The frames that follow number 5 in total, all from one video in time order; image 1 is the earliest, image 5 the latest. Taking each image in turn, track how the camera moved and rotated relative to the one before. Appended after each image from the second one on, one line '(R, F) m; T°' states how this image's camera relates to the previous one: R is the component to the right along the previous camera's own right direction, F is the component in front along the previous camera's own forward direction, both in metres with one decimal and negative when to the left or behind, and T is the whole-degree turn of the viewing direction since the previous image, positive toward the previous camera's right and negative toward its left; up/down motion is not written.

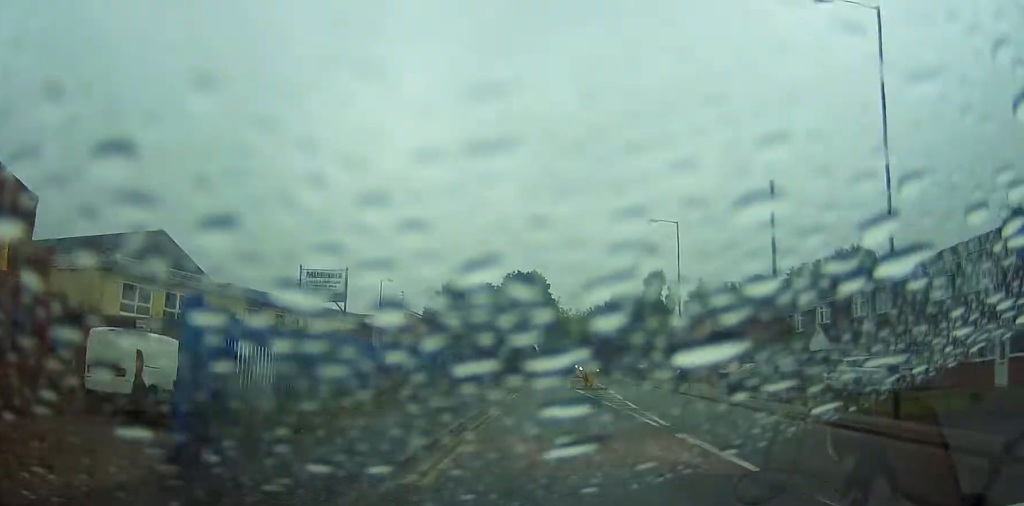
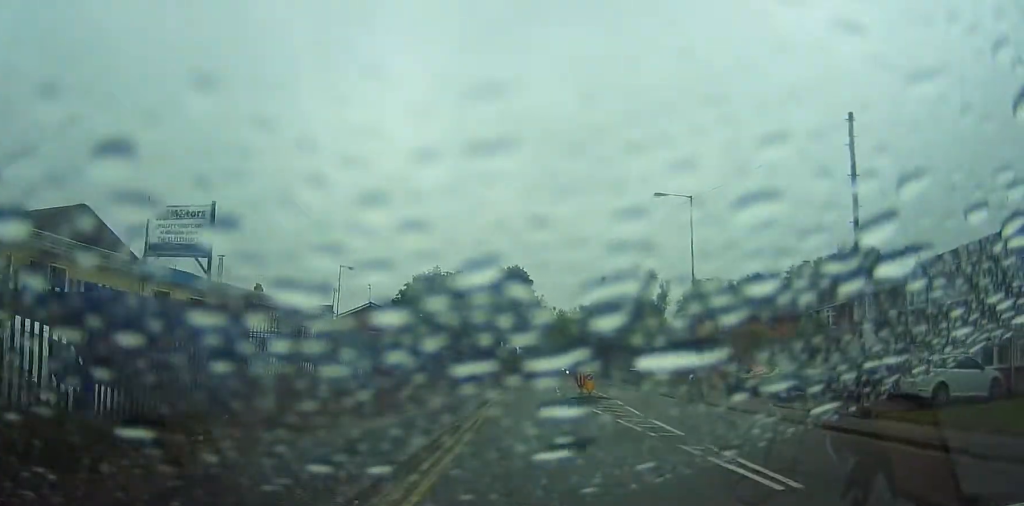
(-0.3, +7.5) m; +1°
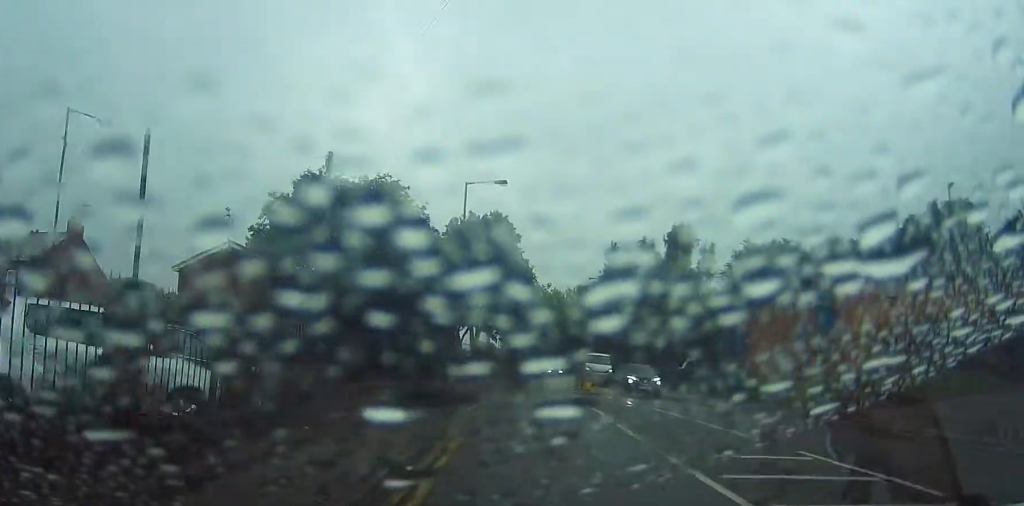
(+1.6, +30.5) m; +4°
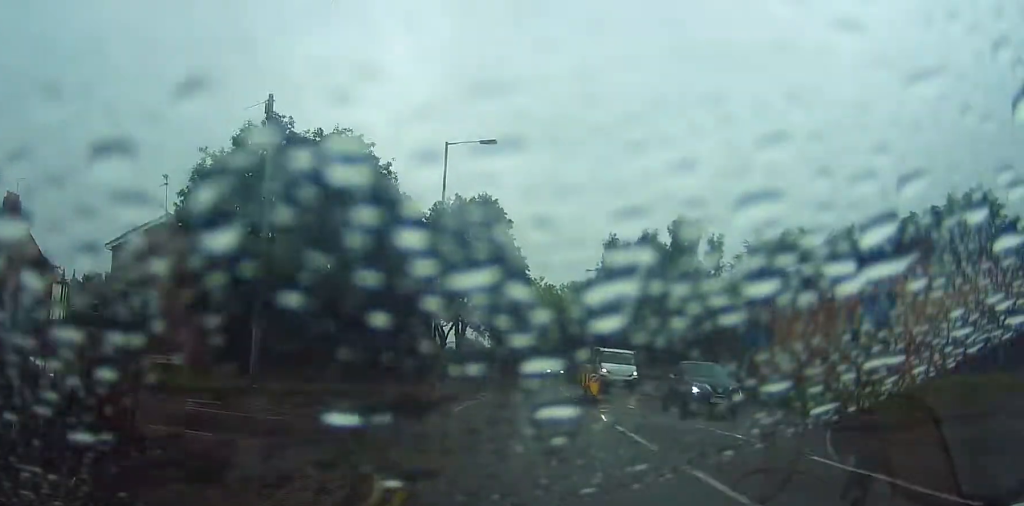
(0.0, +6.0) m; +1°
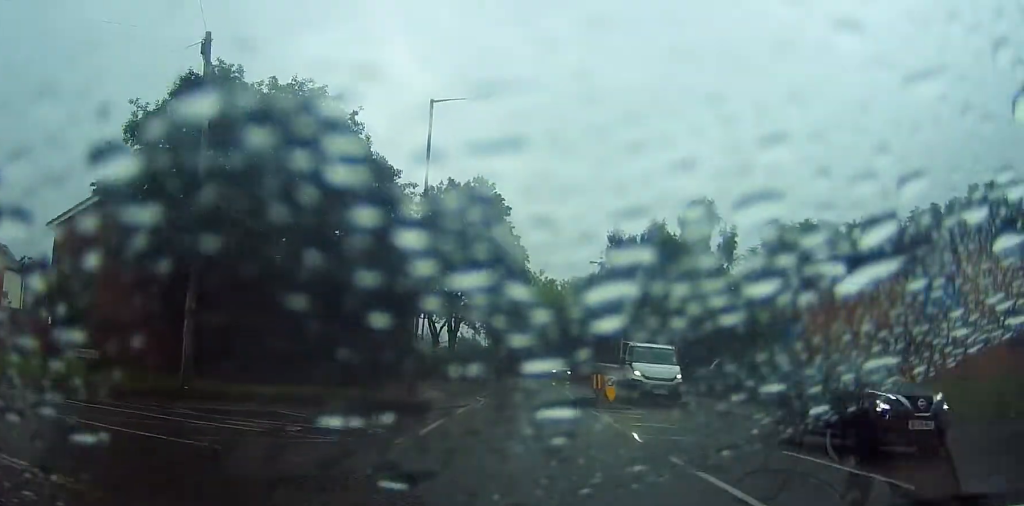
(+0.1, +4.6) m; +1°
